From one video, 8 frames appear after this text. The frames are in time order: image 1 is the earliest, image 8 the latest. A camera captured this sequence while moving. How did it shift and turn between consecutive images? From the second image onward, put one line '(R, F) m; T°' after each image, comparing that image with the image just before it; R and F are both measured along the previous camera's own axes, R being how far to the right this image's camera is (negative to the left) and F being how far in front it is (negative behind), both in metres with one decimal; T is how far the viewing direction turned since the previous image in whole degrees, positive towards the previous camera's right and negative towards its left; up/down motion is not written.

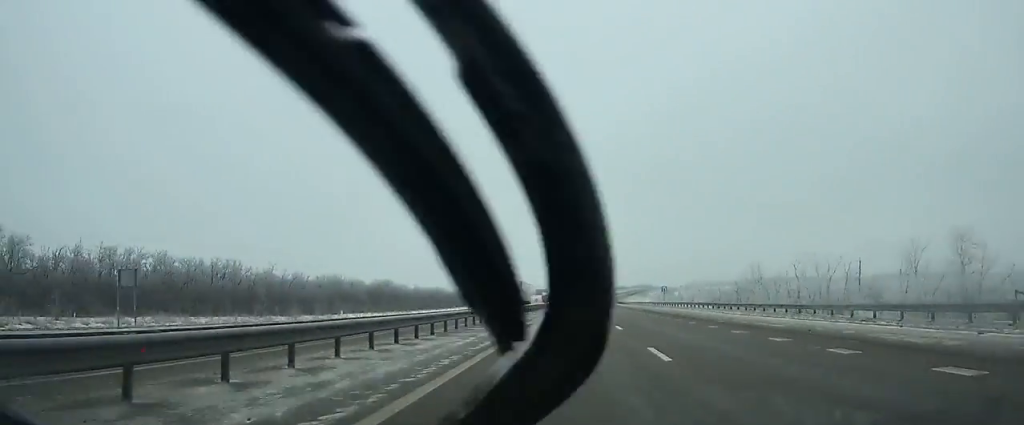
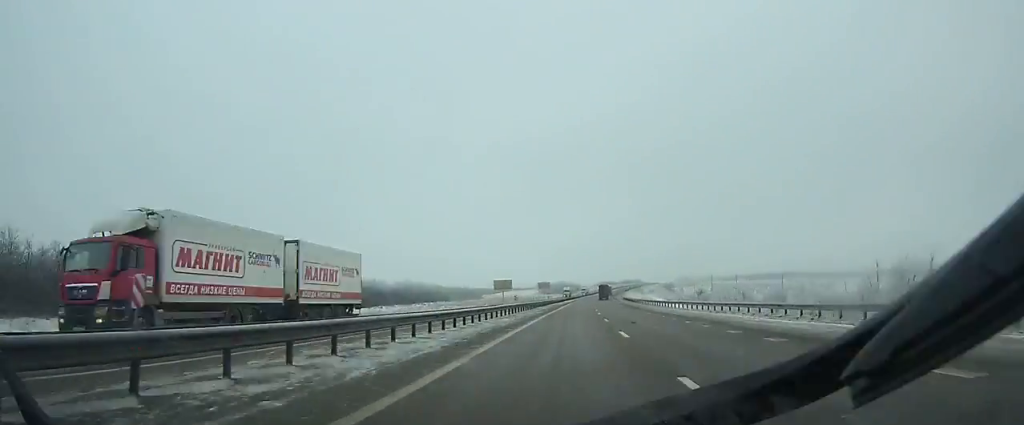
(+1.6, +100.8) m; +2°
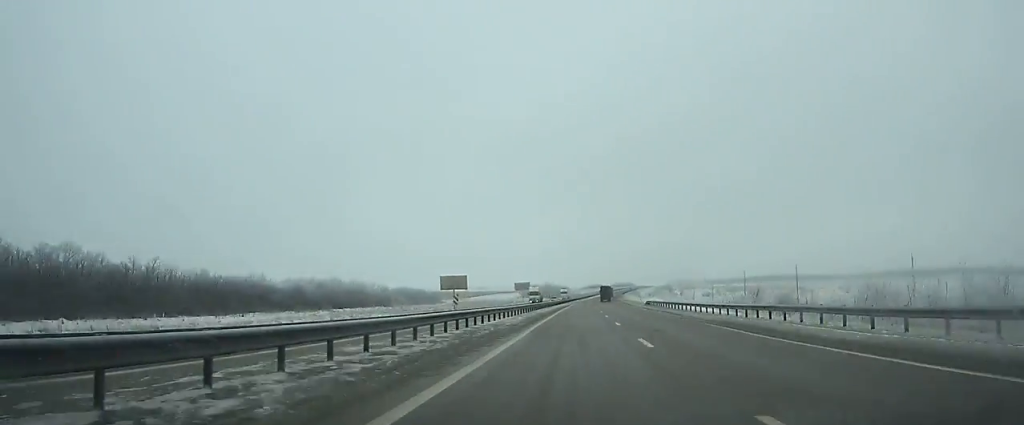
(+0.8, +62.7) m; +1°
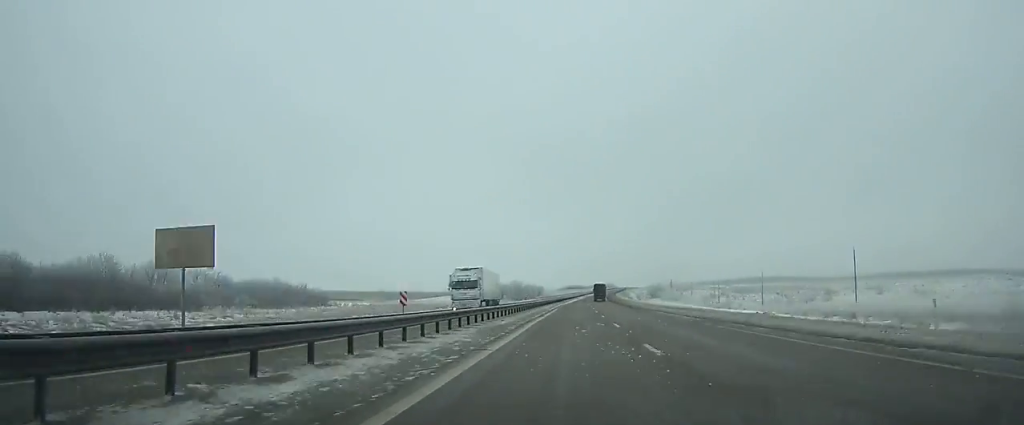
(+1.4, +86.8) m; +2°
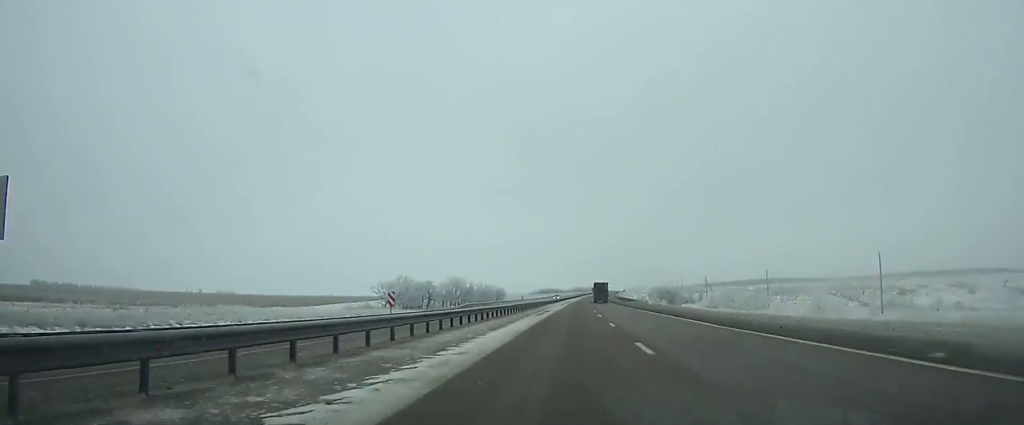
(+2.8, +120.2) m; +3°
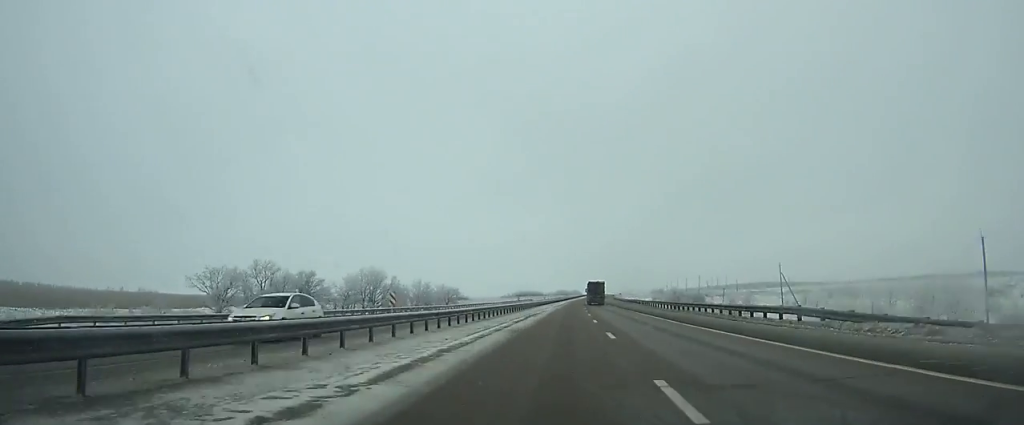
(+1.0, +78.2) m; +1°
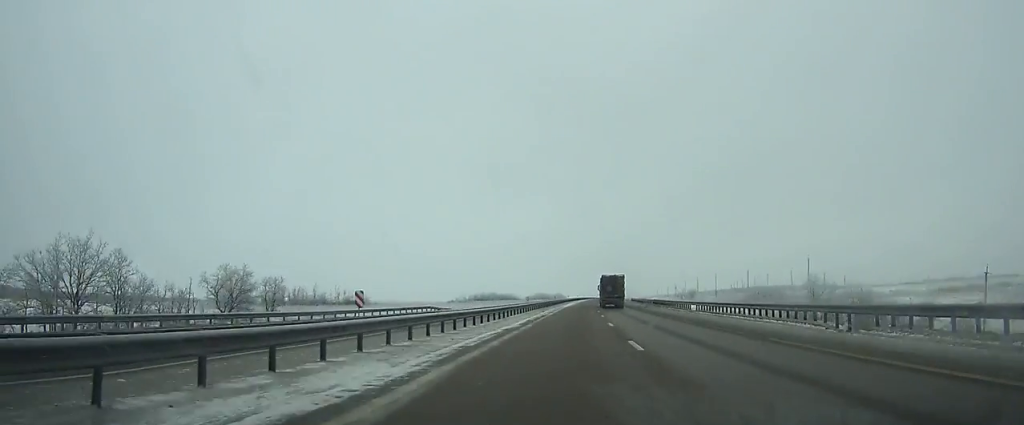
(+1.7, +122.8) m; +2°
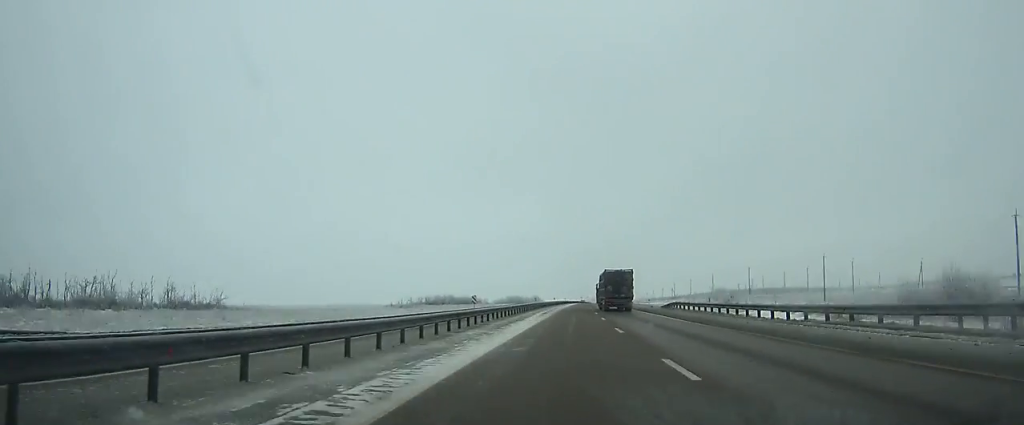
(+1.0, +65.3) m; +1°
